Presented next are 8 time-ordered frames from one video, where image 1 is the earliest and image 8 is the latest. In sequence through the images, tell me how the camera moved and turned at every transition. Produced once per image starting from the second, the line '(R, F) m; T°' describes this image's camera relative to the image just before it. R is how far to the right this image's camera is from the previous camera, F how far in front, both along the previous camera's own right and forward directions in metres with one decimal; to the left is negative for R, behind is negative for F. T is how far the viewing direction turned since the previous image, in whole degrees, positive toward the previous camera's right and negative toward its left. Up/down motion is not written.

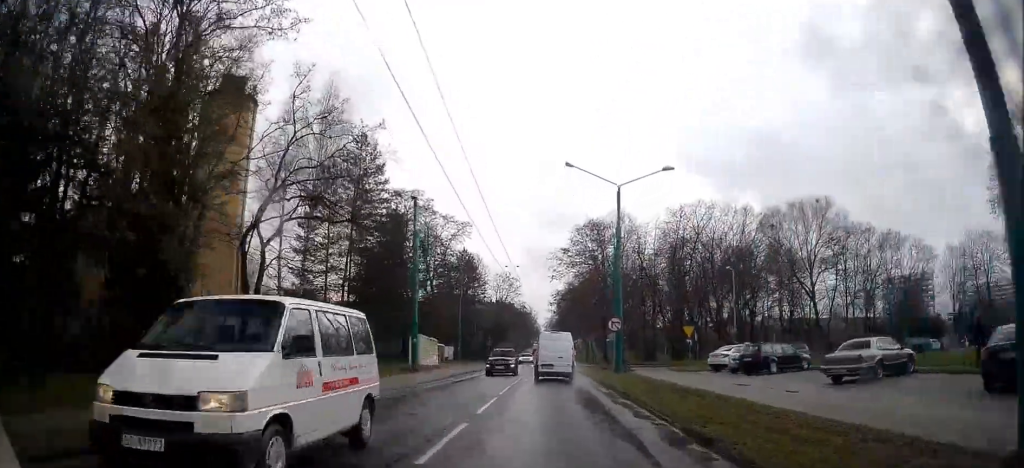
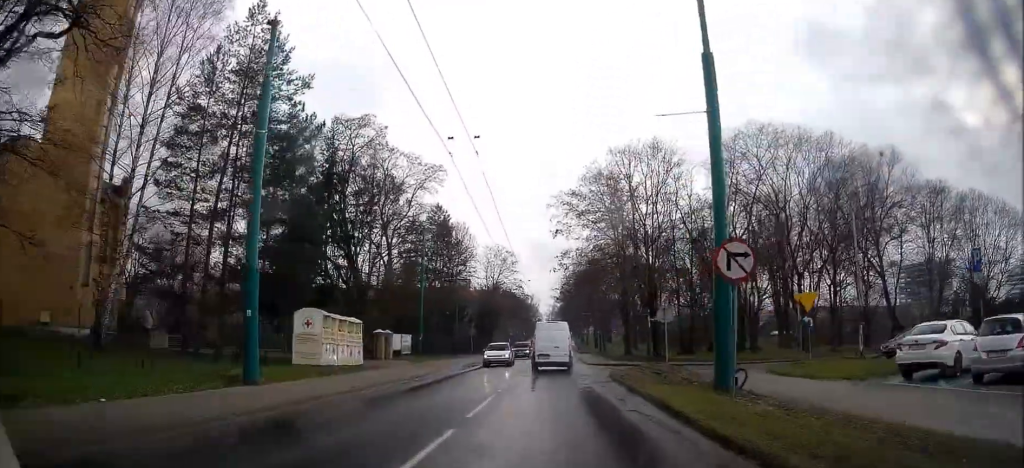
(-0.3, +19.9) m; -1°
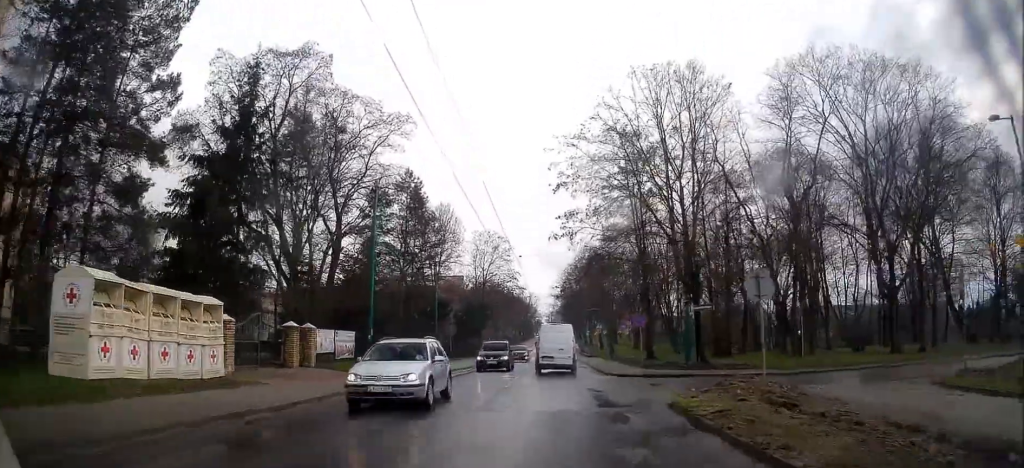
(+0.2, +12.7) m; +1°
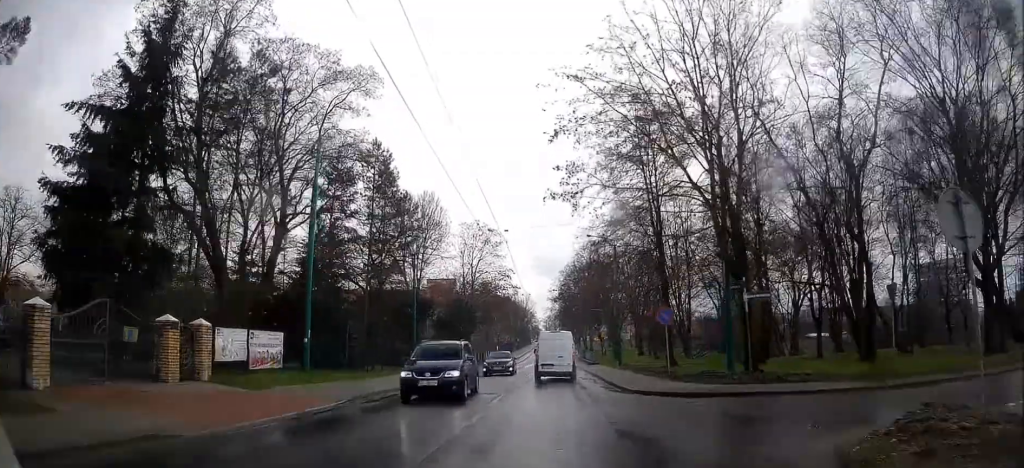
(0.0, +8.1) m; 0°
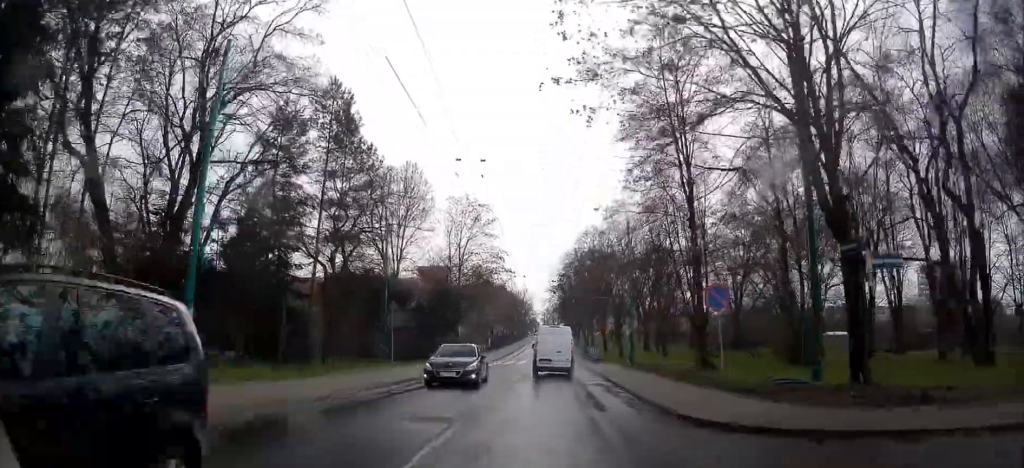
(0.0, +8.1) m; -1°
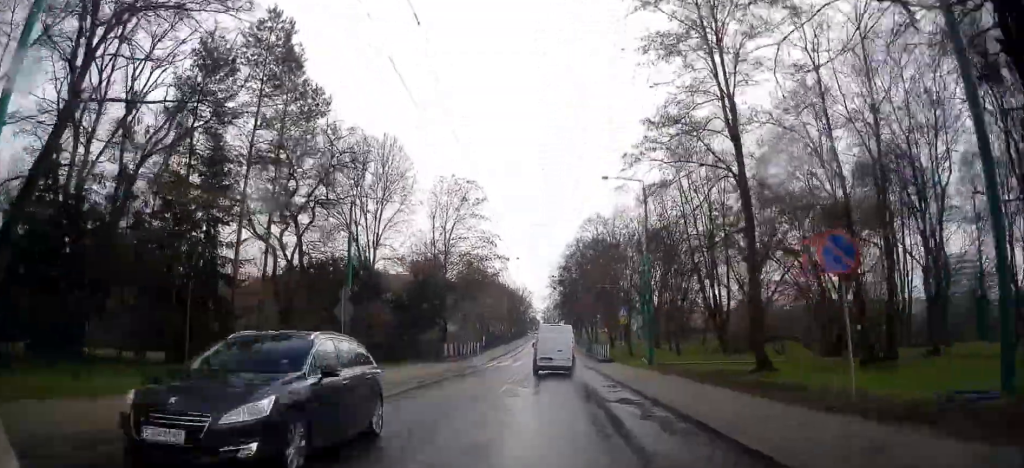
(-0.1, +7.4) m; 0°
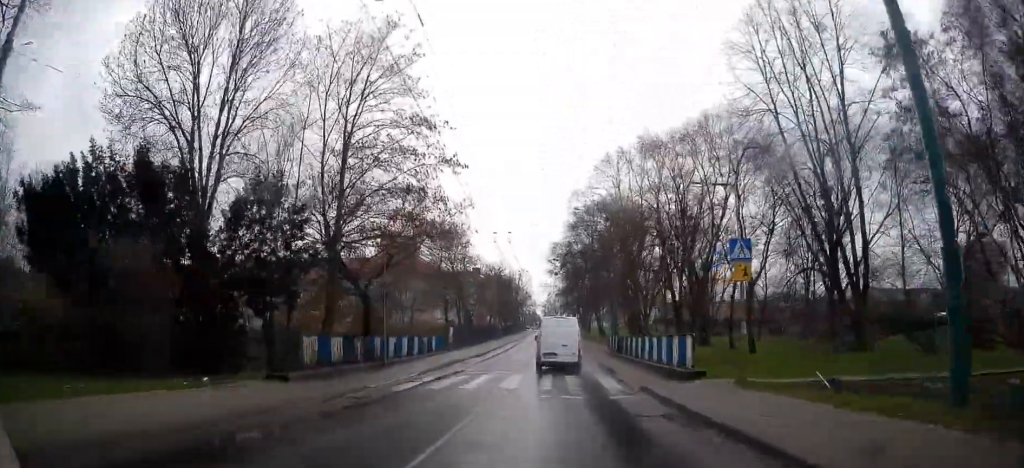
(+0.2, +23.7) m; +1°
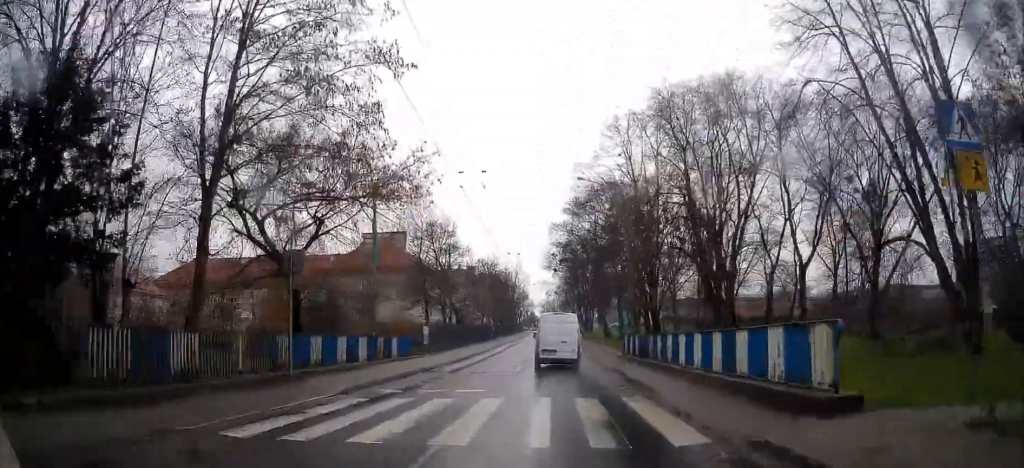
(-0.1, +9.3) m; 0°
